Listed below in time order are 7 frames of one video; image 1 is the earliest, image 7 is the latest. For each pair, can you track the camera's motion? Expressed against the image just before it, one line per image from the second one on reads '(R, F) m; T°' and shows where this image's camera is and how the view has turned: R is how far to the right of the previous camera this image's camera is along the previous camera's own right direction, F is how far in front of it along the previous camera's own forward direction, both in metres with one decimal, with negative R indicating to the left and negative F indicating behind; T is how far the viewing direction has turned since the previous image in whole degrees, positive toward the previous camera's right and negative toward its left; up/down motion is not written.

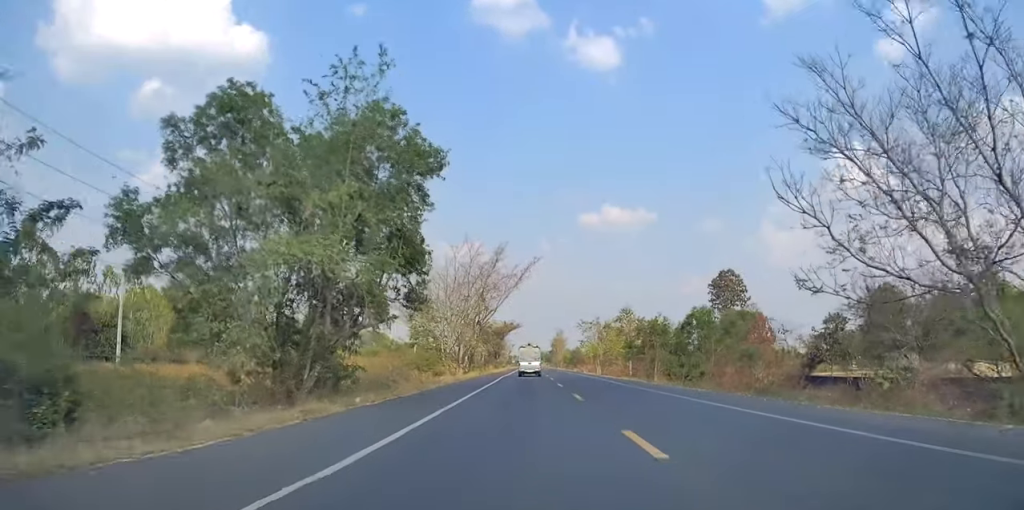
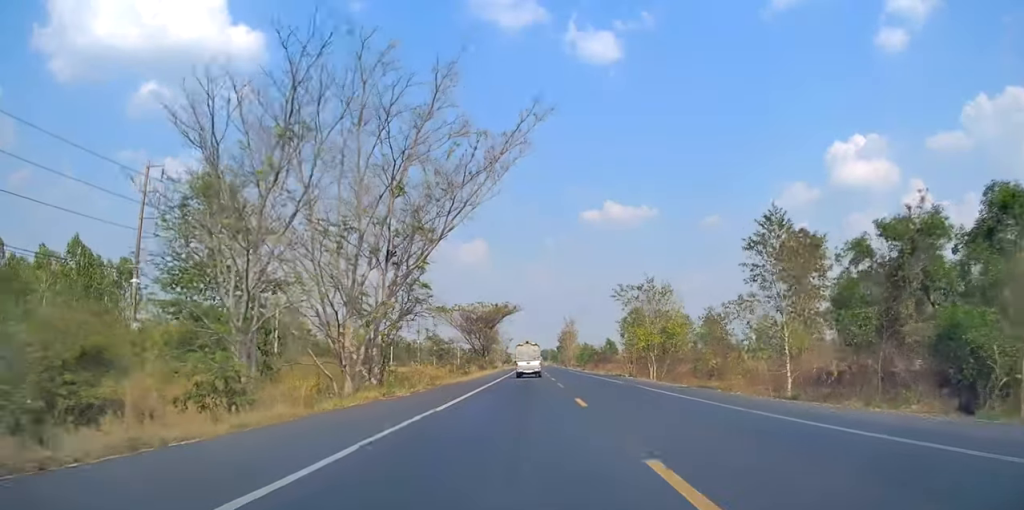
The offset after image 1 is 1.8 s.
(+0.2, +39.1) m; +1°
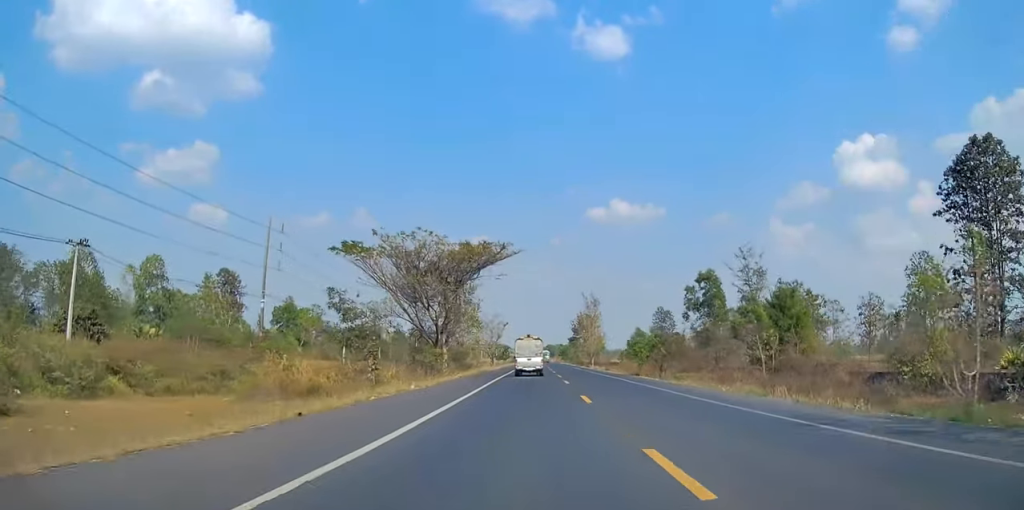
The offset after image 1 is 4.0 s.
(-0.8, +47.3) m; -2°
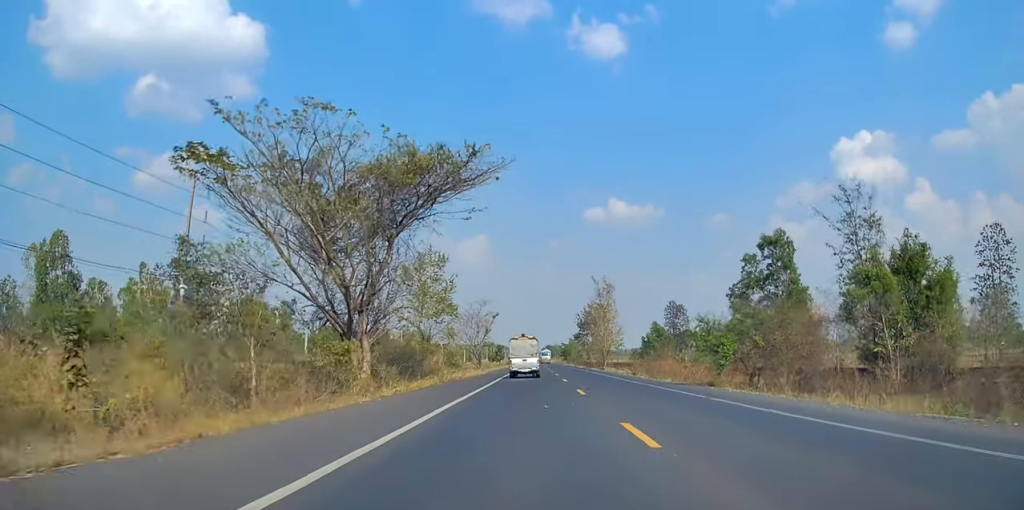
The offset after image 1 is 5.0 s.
(0.0, +21.7) m; 0°
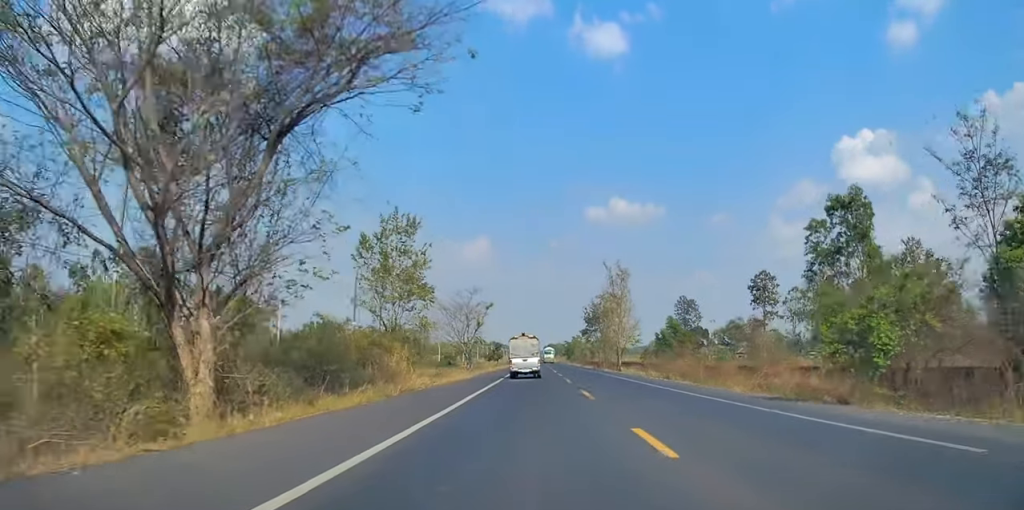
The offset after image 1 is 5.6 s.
(+0.2, +12.8) m; 0°
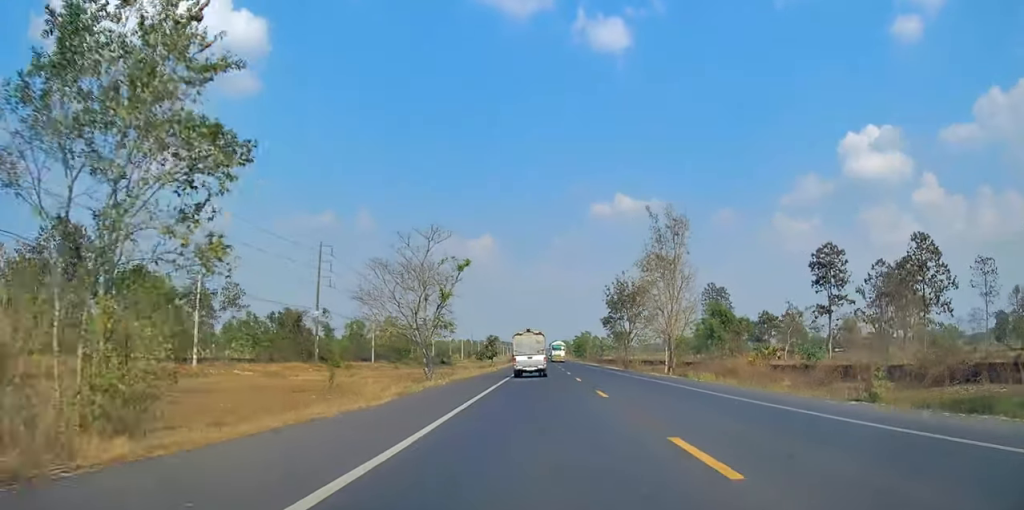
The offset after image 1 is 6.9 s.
(-0.5, +25.9) m; 0°
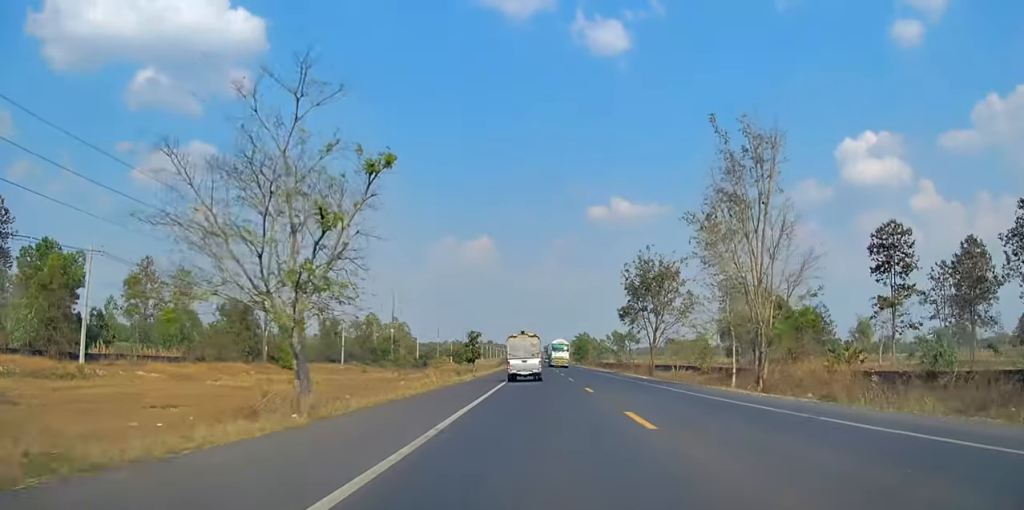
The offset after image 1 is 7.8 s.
(+0.3, +18.6) m; +2°
